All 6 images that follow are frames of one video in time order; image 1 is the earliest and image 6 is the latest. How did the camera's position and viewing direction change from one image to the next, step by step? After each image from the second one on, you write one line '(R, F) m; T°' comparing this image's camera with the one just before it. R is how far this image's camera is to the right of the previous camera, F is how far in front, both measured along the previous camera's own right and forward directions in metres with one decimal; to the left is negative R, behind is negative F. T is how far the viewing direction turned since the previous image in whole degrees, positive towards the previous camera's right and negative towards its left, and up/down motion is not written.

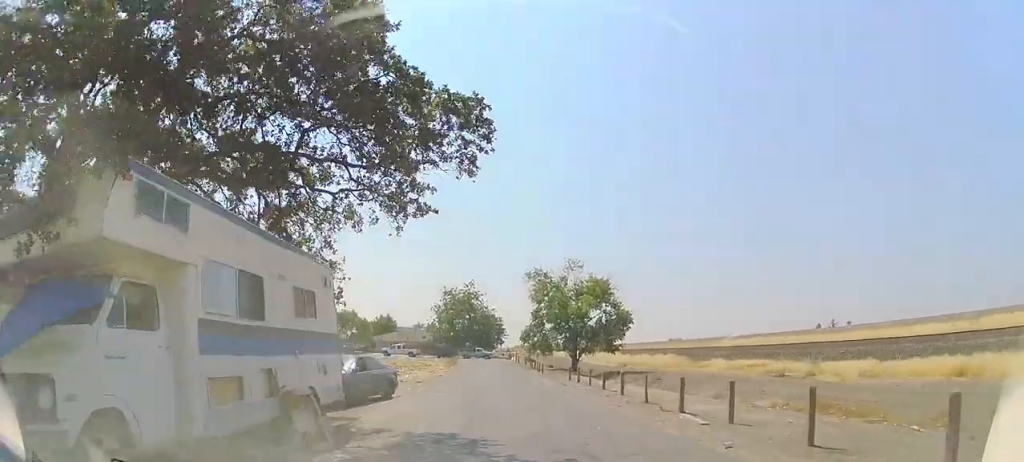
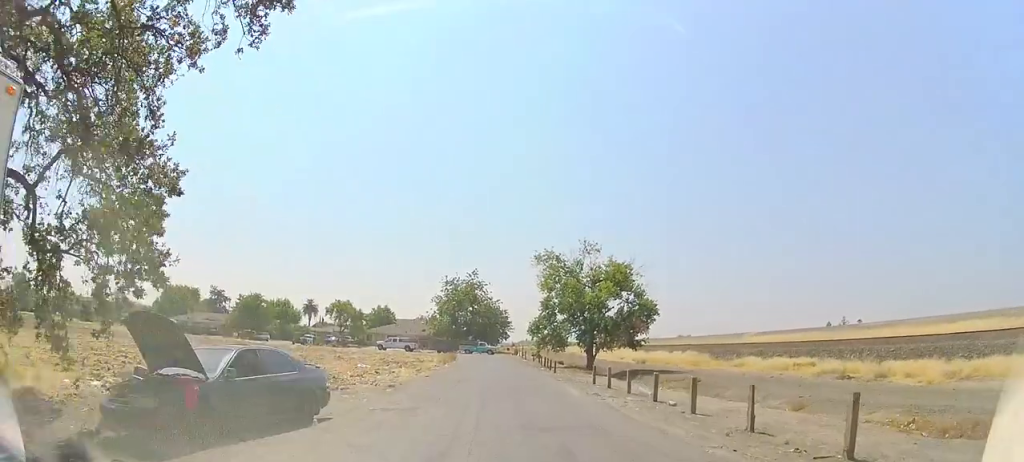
(+0.3, +7.3) m; +2°
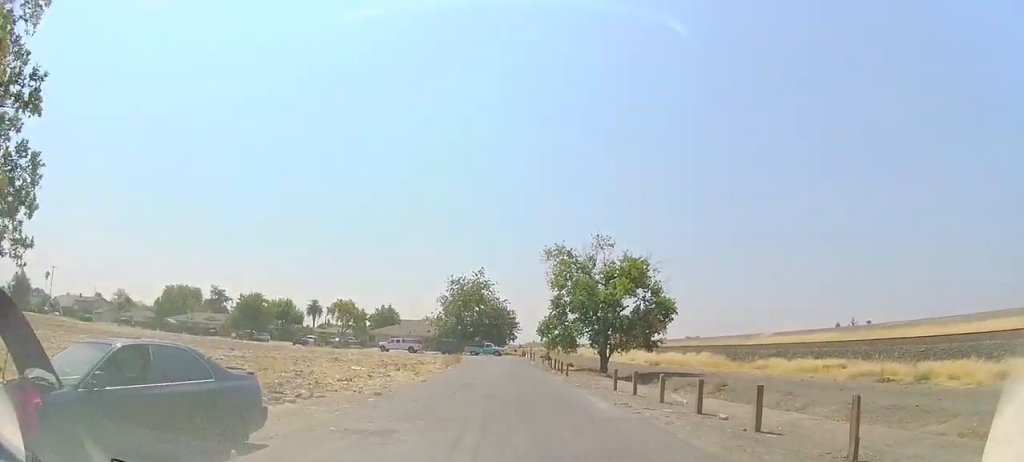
(+0.1, +3.1) m; 0°
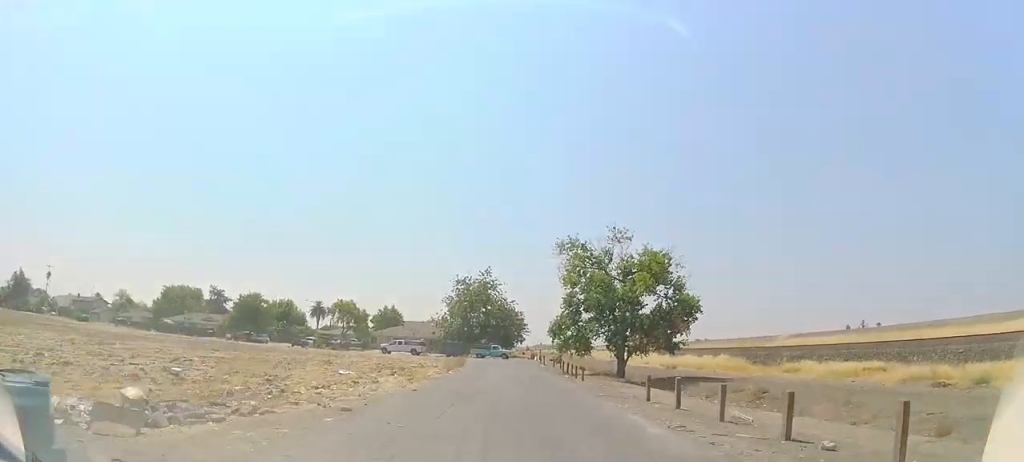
(-0.2, +4.0) m; -3°
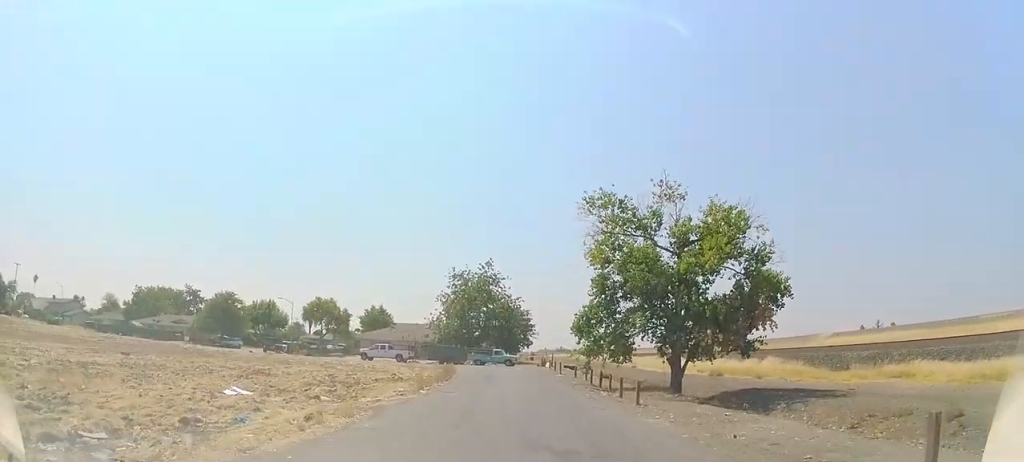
(-0.2, +12.7) m; 0°
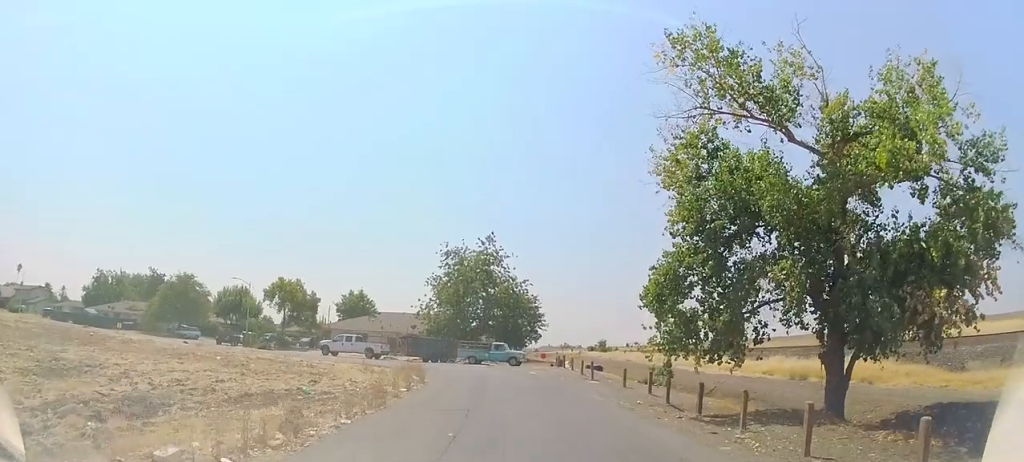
(0.0, +15.0) m; -1°
